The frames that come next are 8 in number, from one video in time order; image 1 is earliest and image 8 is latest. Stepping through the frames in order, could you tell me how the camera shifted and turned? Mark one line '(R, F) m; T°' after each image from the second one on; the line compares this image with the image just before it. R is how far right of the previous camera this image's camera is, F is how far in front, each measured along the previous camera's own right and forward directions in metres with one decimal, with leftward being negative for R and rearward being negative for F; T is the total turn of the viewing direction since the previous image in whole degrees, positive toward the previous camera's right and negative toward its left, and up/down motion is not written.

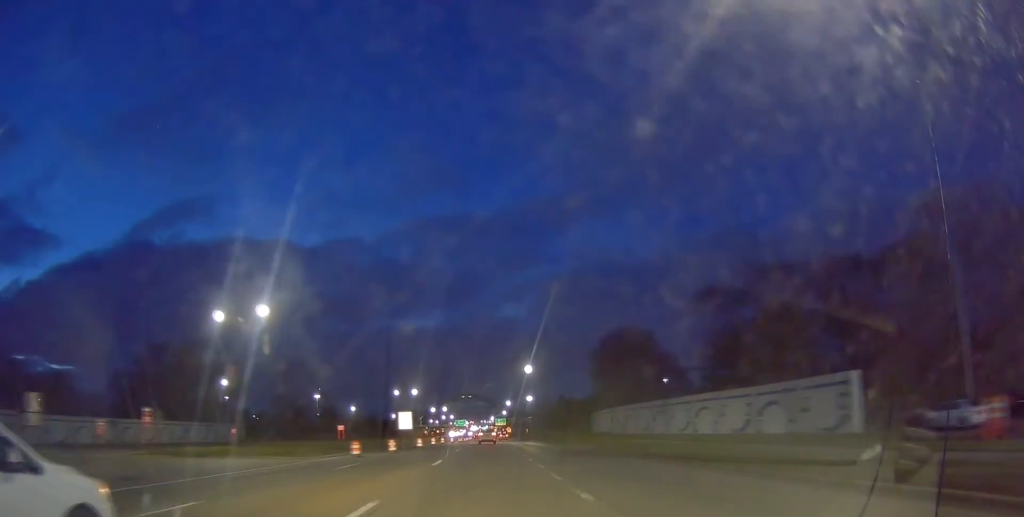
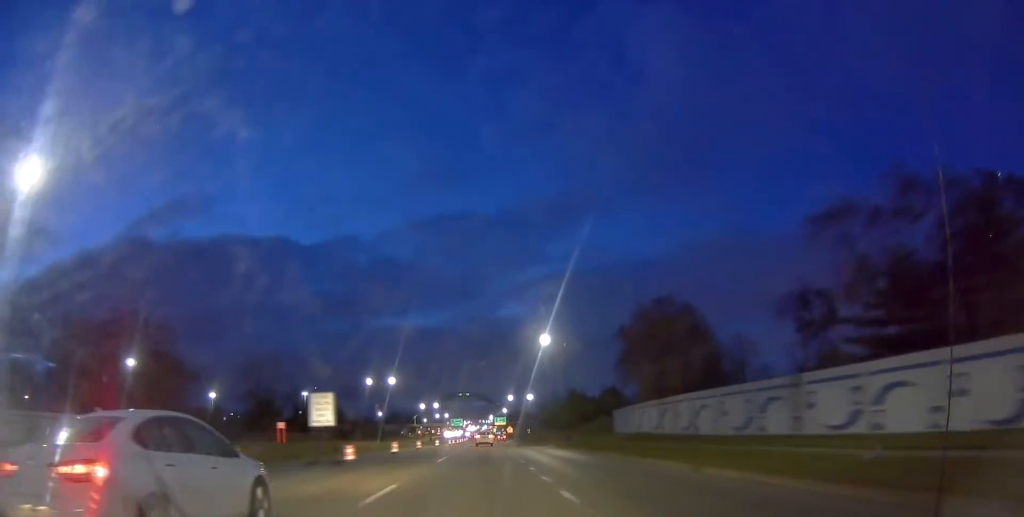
(0.0, +27.0) m; 0°
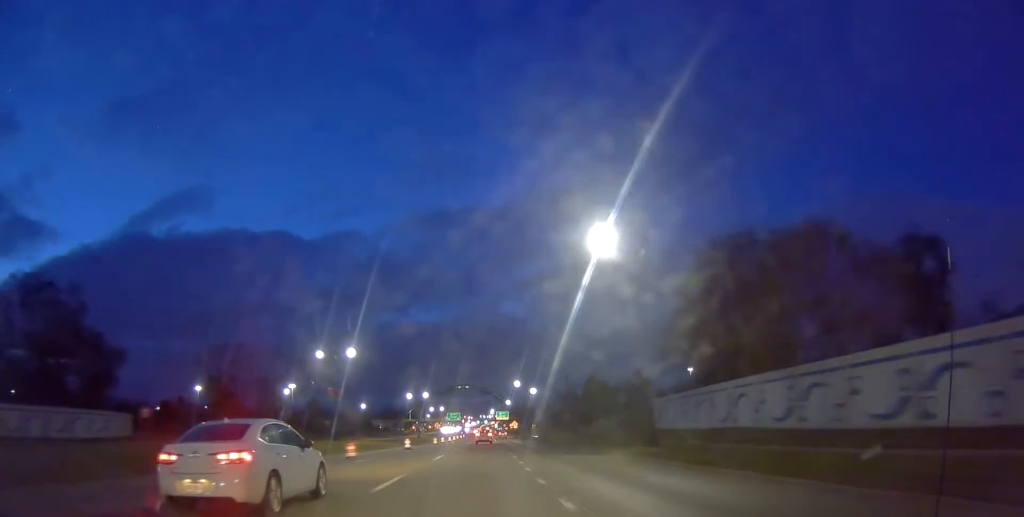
(0.0, +29.0) m; 0°
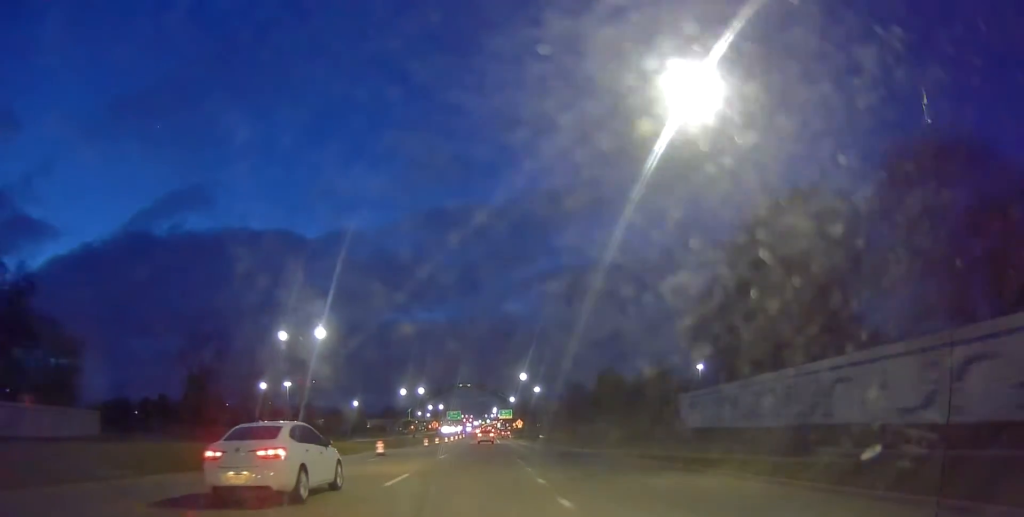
(0.0, +12.8) m; 0°
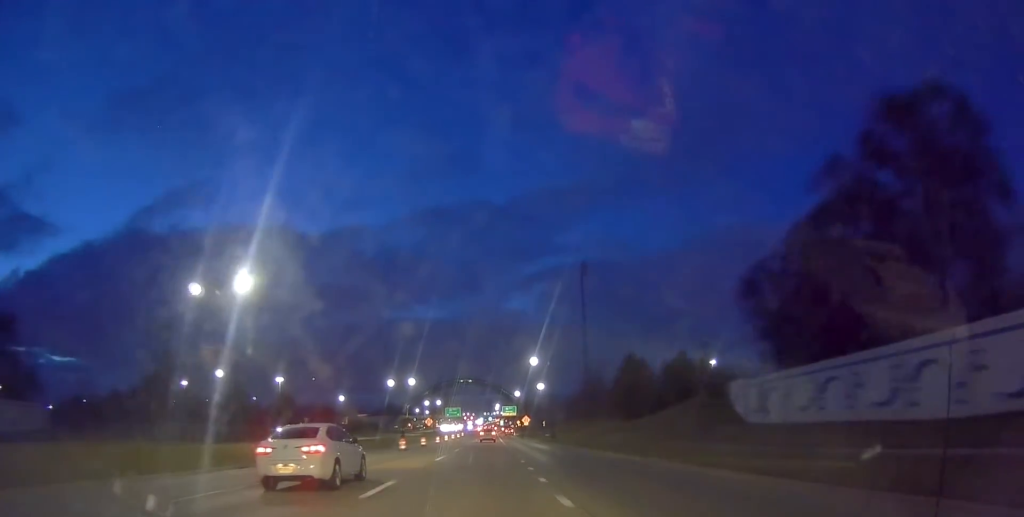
(0.0, +17.8) m; 0°
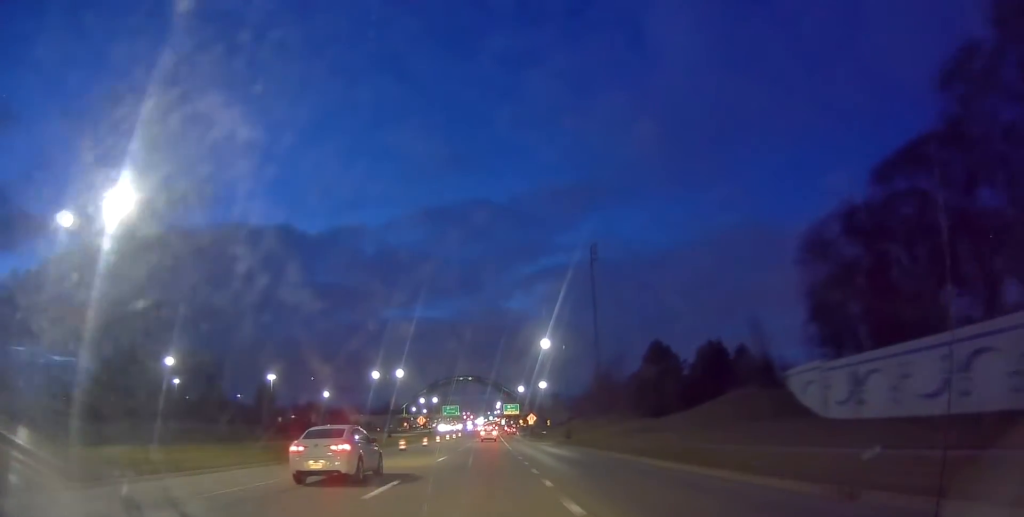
(0.0, +14.4) m; 0°
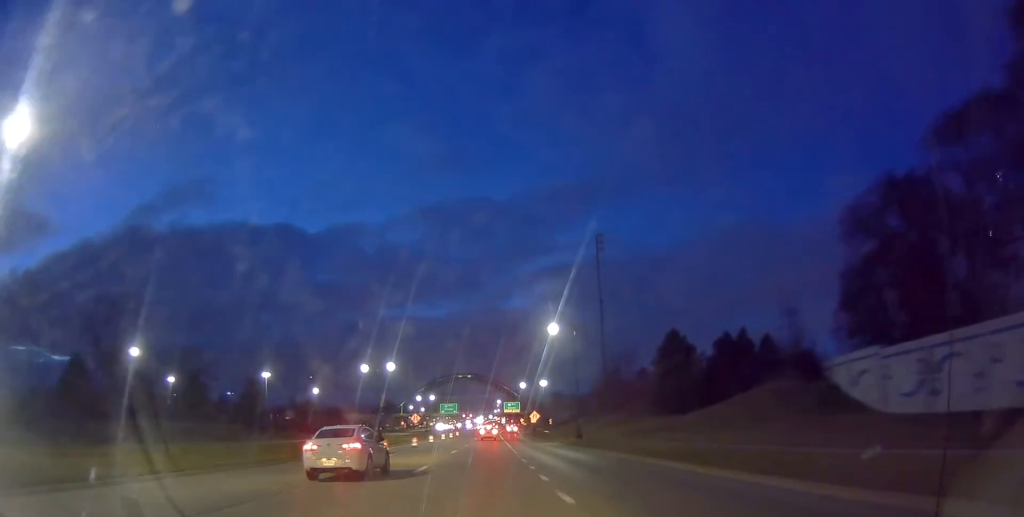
(0.0, +7.8) m; 0°
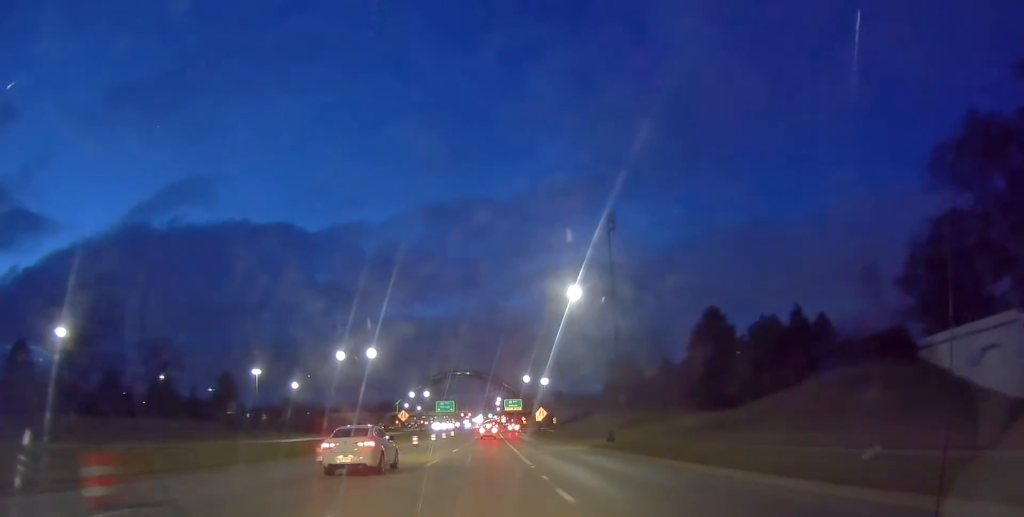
(0.0, +13.4) m; -1°
